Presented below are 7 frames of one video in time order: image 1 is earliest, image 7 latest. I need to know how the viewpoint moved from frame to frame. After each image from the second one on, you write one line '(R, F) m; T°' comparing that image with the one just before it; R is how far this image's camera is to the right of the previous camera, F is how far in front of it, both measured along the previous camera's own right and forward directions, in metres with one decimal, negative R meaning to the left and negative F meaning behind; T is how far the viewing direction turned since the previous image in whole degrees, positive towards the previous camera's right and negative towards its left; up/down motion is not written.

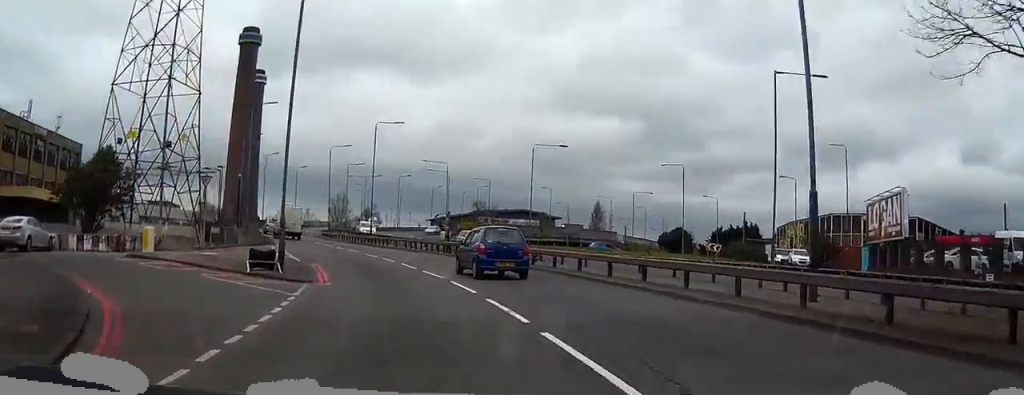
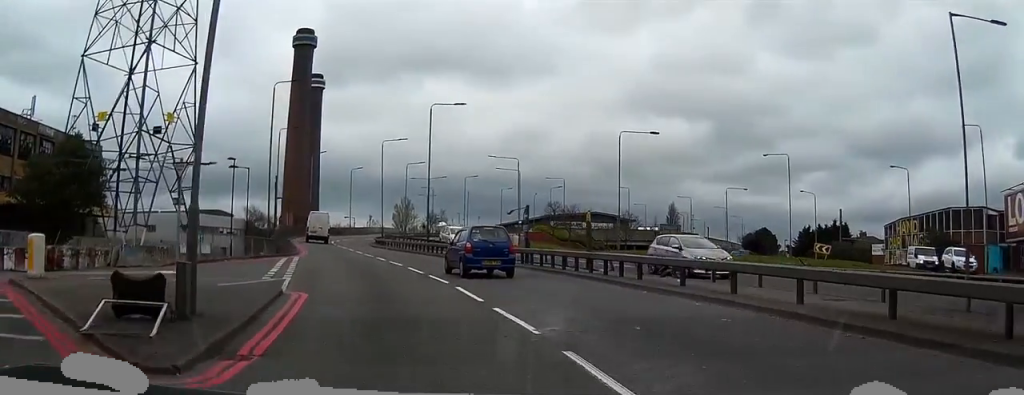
(-0.8, +11.4) m; -7°
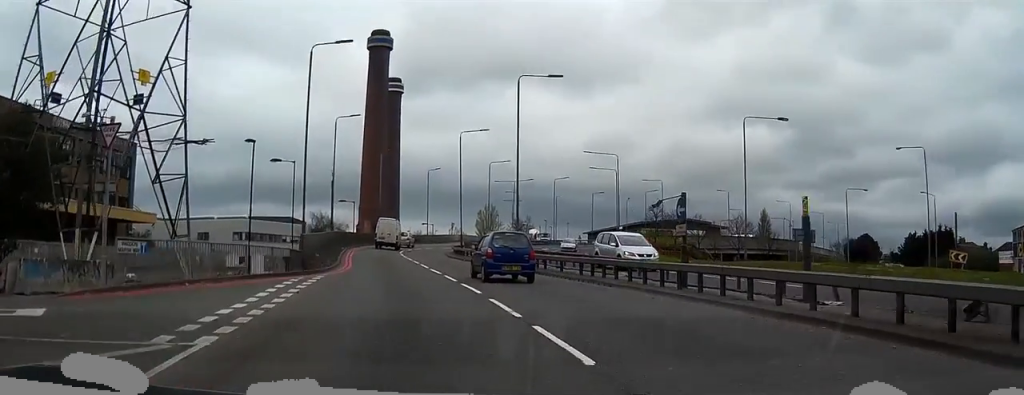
(-0.8, +11.3) m; -4°
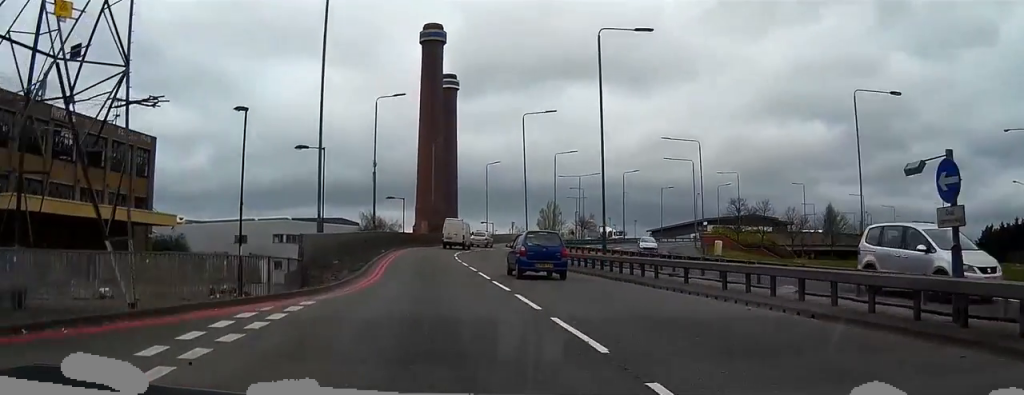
(0.0, +8.9) m; 0°
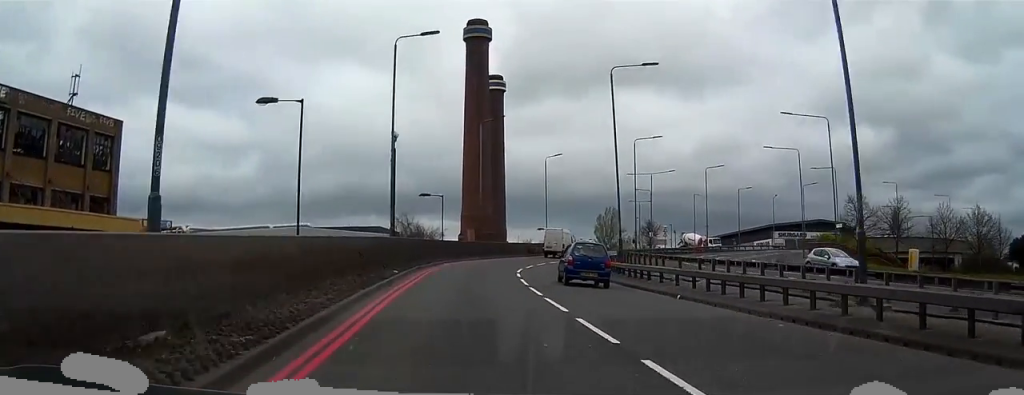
(0.0, +17.3) m; 0°
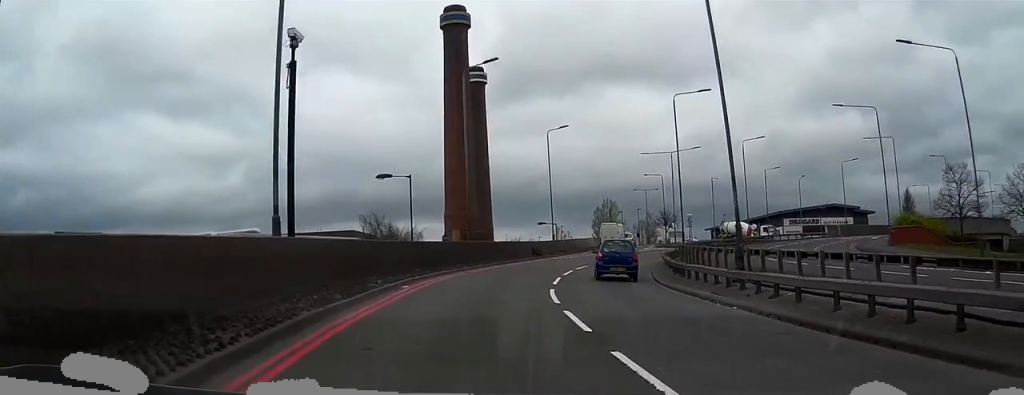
(-0.2, +18.1) m; 0°
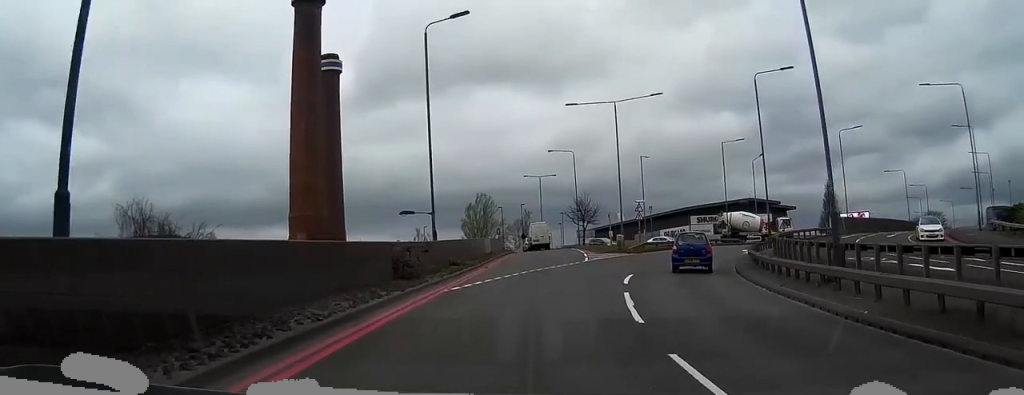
(+2.7, +31.8) m; +12°
